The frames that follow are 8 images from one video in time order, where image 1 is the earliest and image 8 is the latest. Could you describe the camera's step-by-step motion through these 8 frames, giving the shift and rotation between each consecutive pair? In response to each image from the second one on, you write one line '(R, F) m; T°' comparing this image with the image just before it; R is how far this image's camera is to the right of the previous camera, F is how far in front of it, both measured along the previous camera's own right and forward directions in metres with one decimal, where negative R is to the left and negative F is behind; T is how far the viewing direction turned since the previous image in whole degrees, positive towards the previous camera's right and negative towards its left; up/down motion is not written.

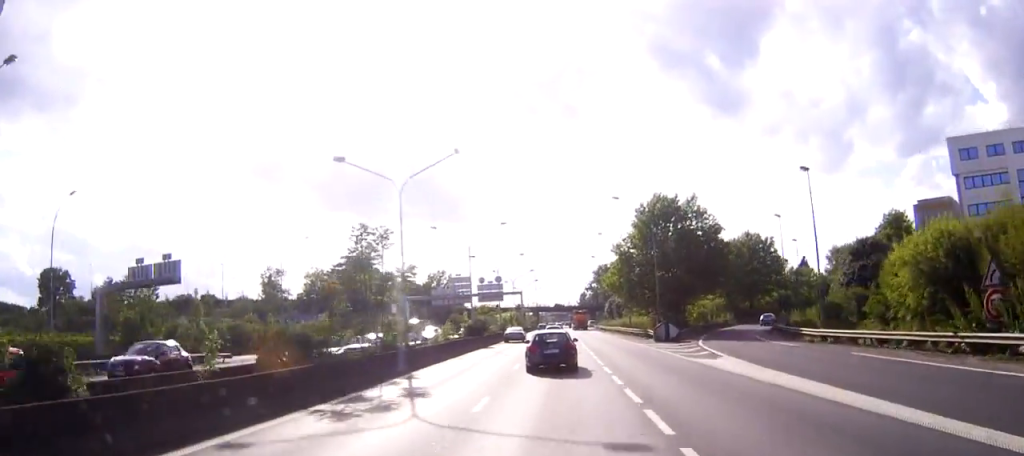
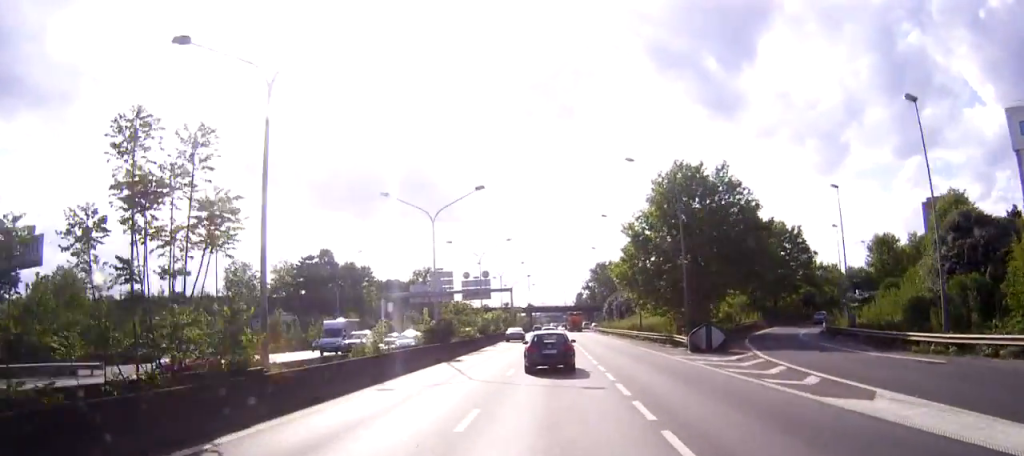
(0.0, +15.4) m; 0°
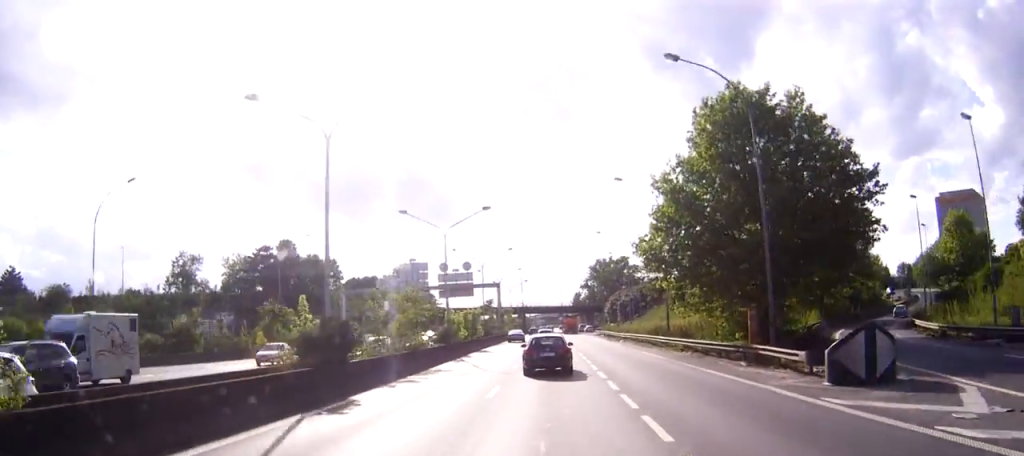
(-0.1, +19.5) m; 0°
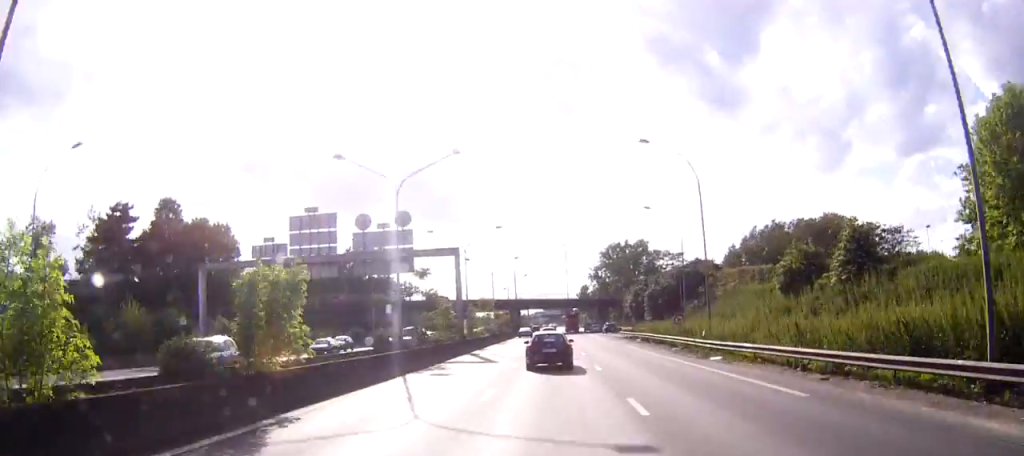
(+0.5, +41.2) m; +1°
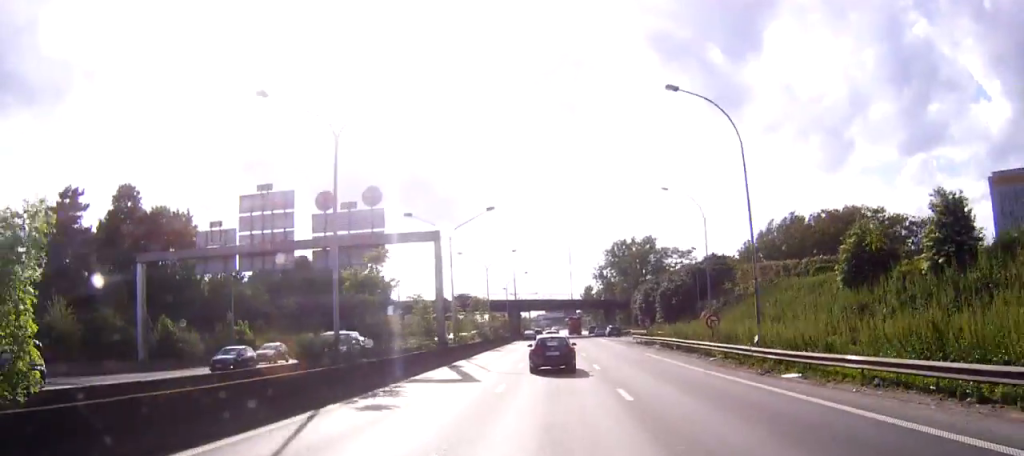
(0.0, +9.8) m; 0°
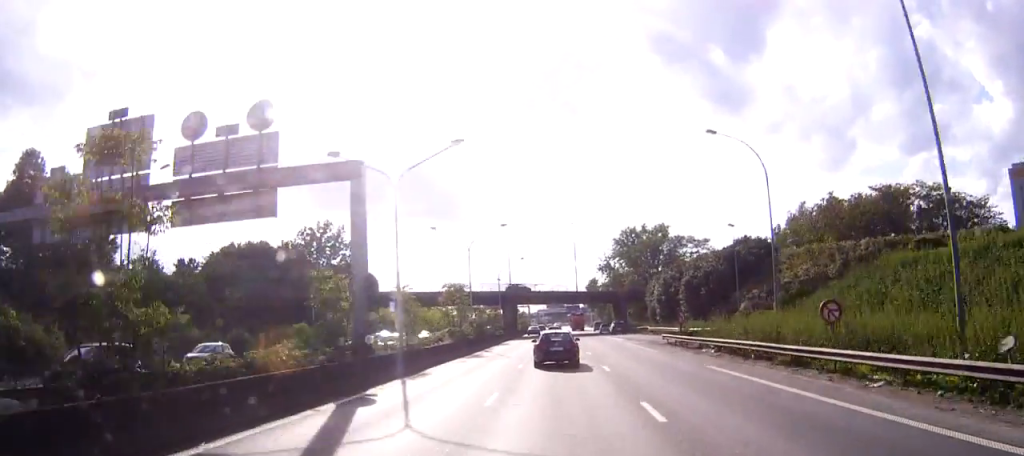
(-0.1, +17.6) m; 0°
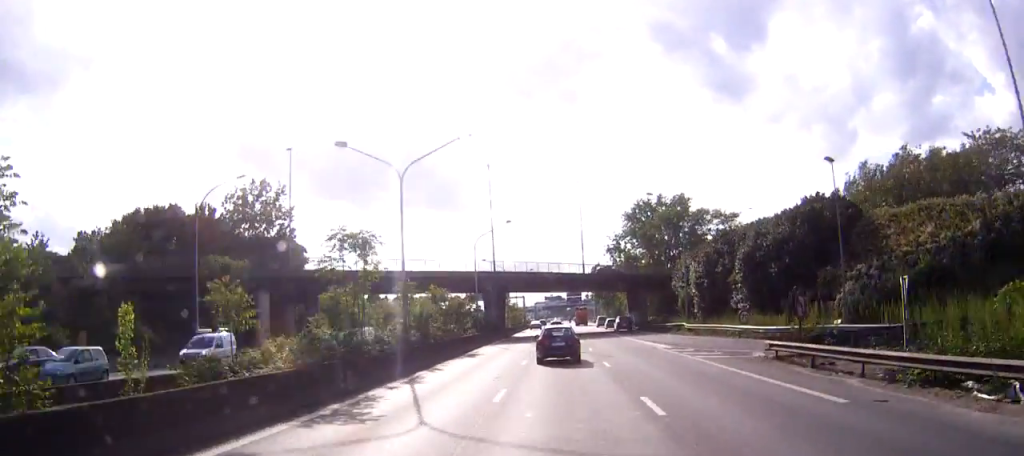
(0.0, +25.3) m; 0°
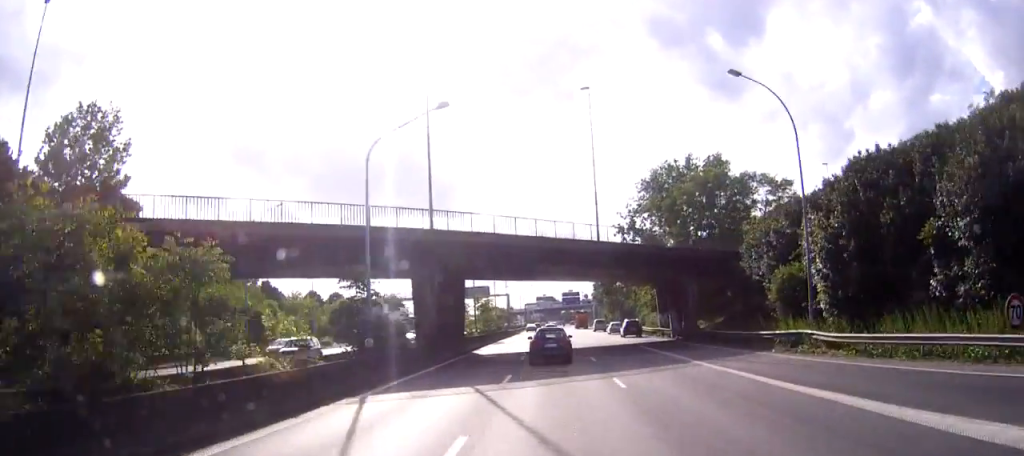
(-0.5, +34.1) m; -1°
